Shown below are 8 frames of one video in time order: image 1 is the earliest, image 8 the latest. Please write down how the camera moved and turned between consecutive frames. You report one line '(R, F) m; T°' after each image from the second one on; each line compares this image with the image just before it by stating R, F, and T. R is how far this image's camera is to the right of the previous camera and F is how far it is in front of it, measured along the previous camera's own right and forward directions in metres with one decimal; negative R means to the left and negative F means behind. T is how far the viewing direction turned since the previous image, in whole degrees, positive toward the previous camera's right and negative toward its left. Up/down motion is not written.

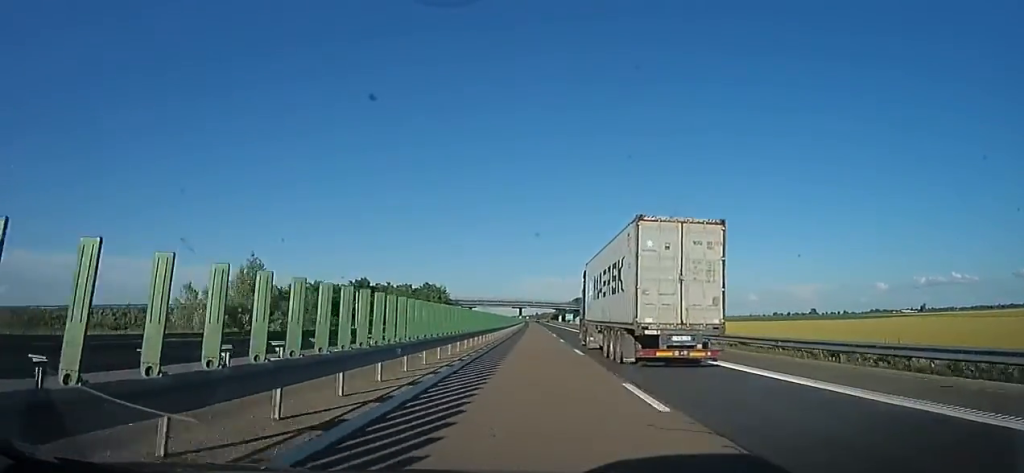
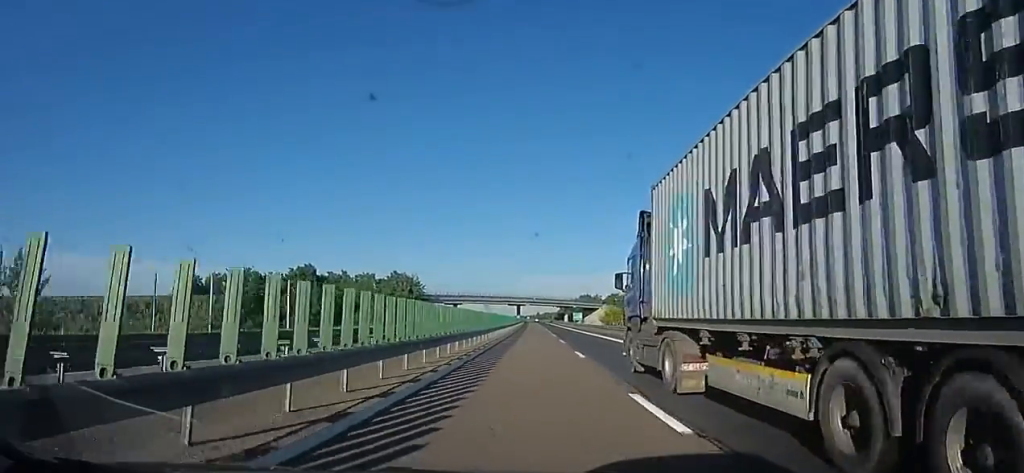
(0.0, +37.4) m; 0°
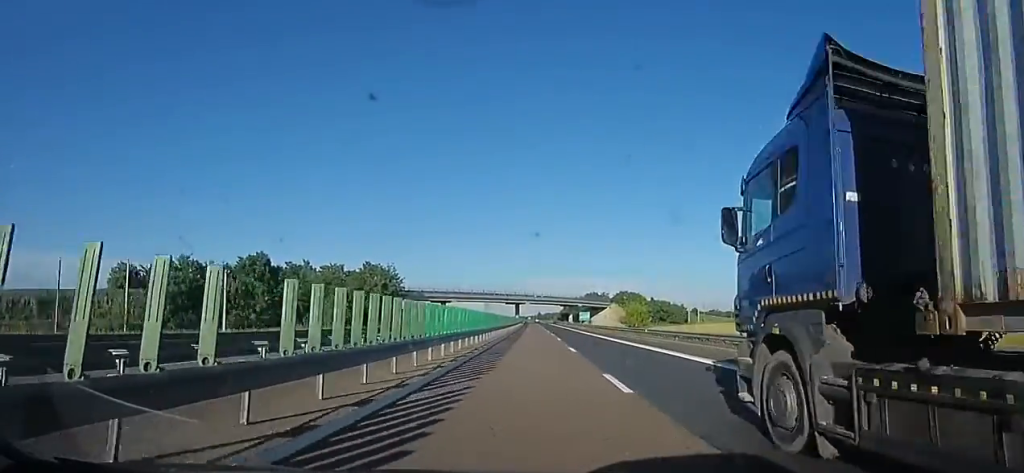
(0.0, +20.8) m; 0°
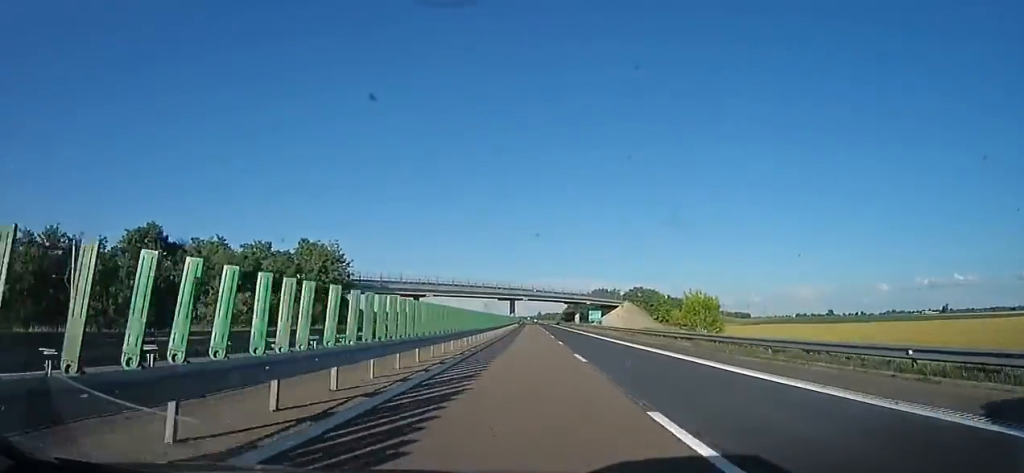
(0.0, +29.2) m; 0°
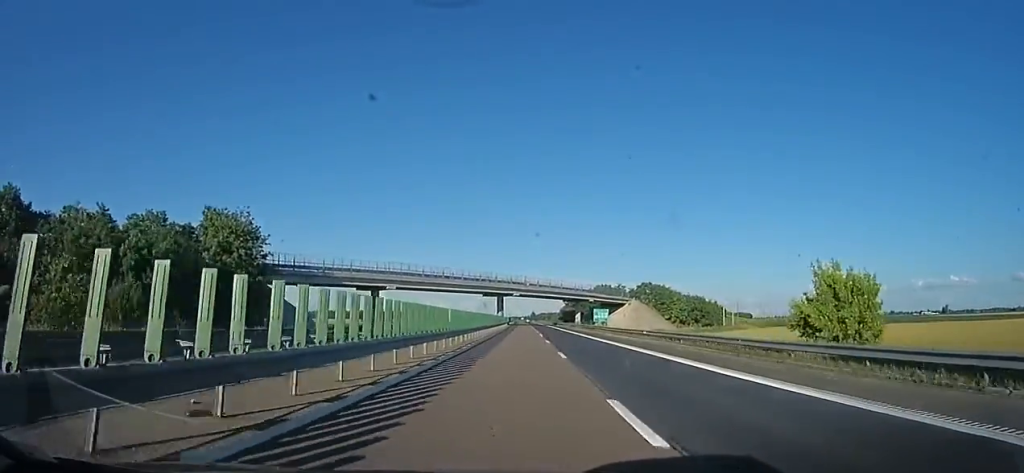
(0.0, +22.7) m; 0°
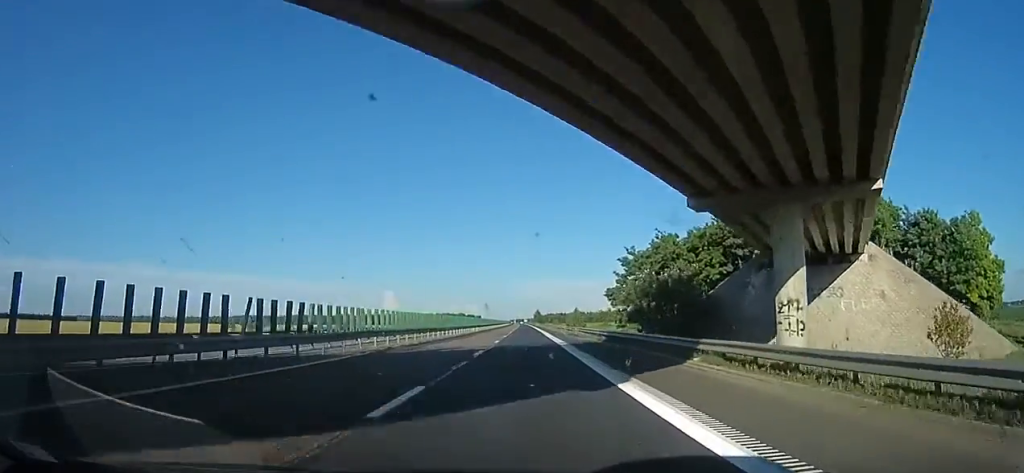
(-1.3, +107.1) m; -2°
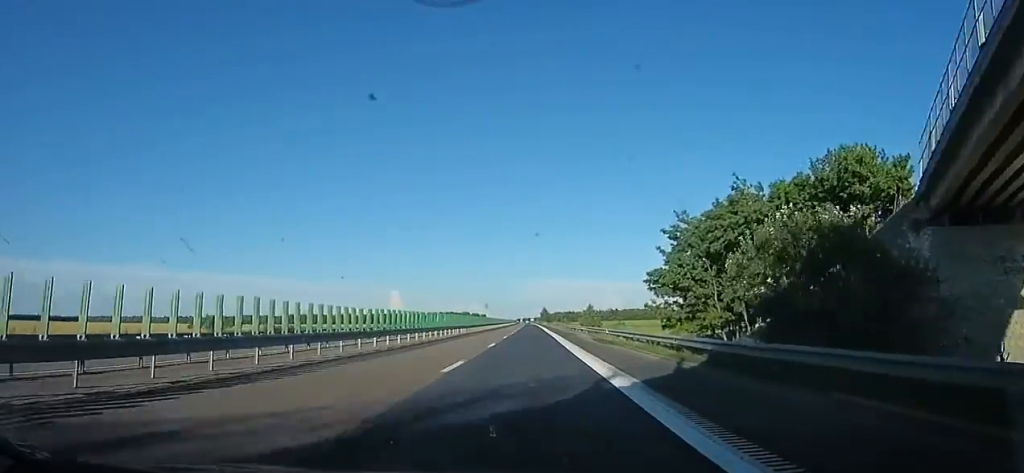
(-0.8, +18.3) m; 0°
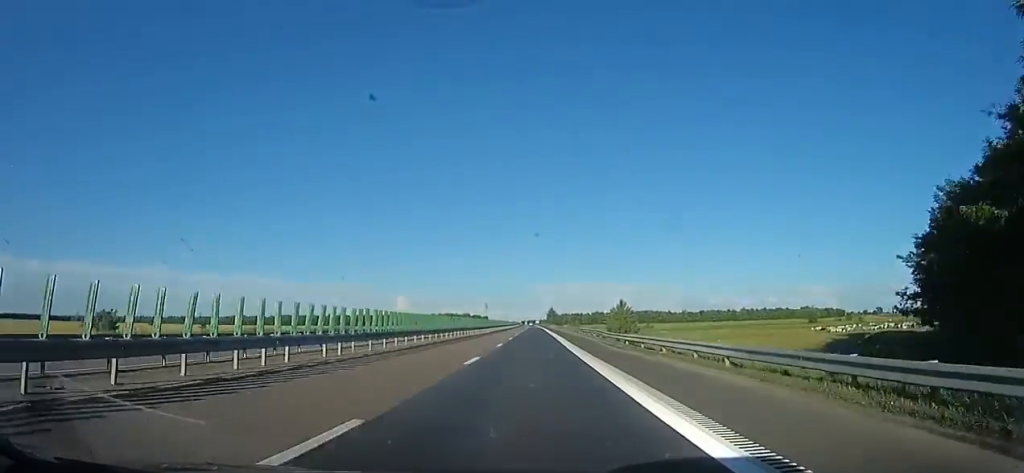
(+1.2, +33.0) m; +2°
